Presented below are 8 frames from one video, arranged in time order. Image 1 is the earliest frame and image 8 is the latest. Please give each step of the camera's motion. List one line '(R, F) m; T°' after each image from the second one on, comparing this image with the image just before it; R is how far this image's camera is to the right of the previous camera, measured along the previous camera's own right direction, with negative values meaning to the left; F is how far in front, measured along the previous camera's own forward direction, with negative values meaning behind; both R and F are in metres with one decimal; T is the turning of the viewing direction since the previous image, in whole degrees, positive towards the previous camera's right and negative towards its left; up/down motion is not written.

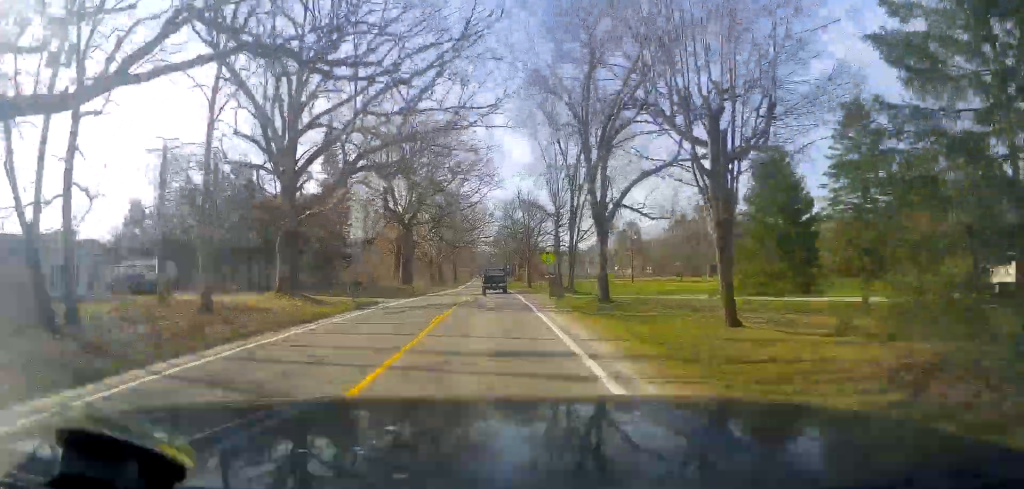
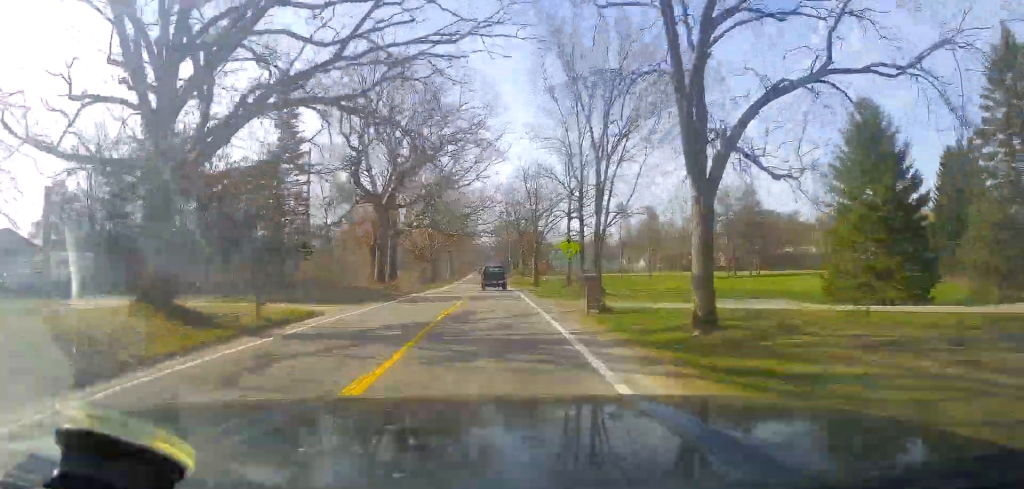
(-0.3, +12.8) m; -1°
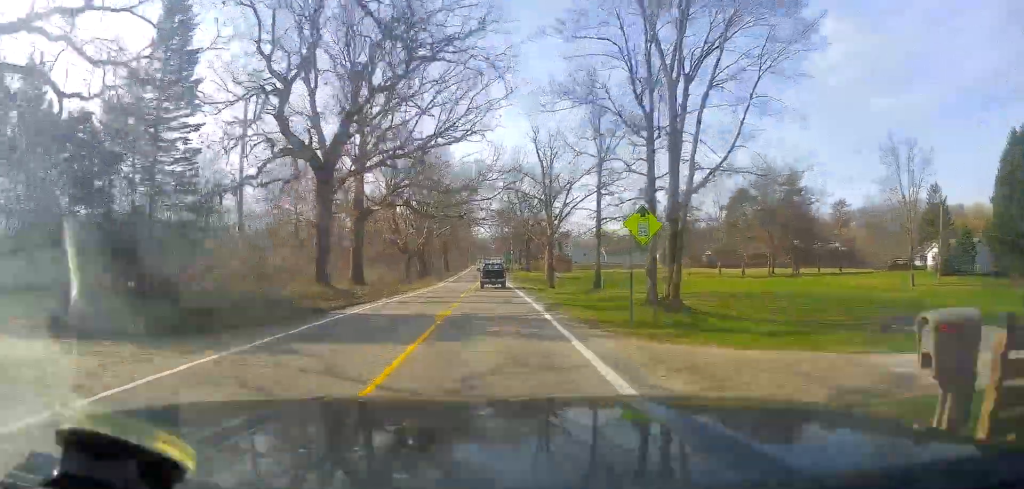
(-0.3, +16.7) m; -1°
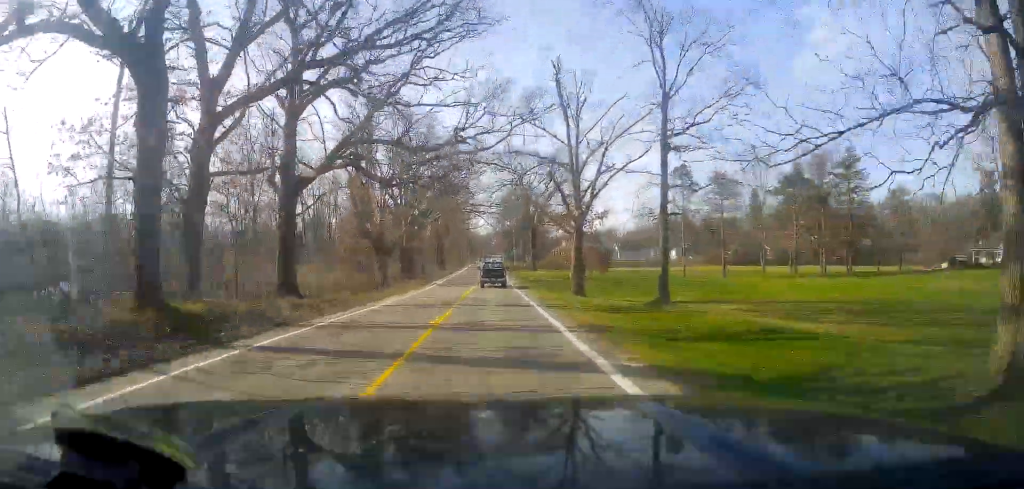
(-0.1, +16.4) m; +1°
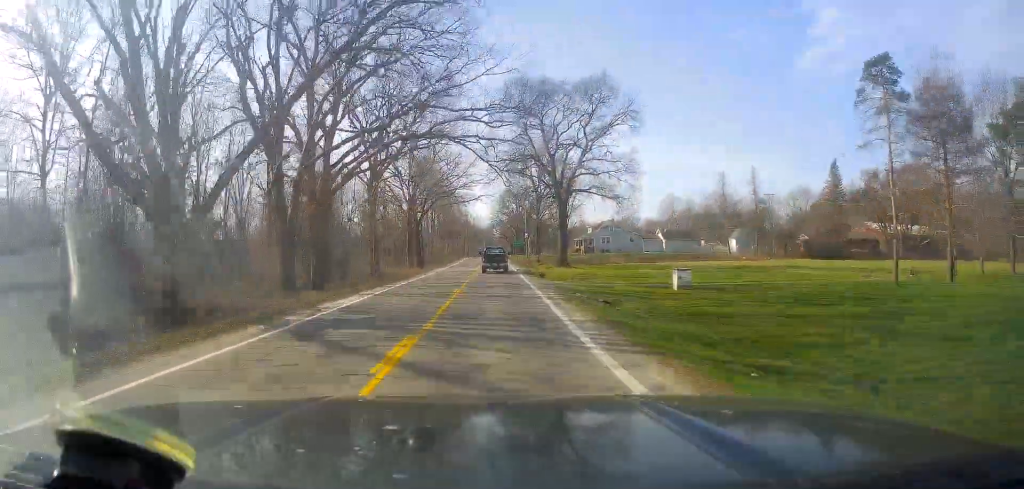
(+0.3, +37.6) m; 0°
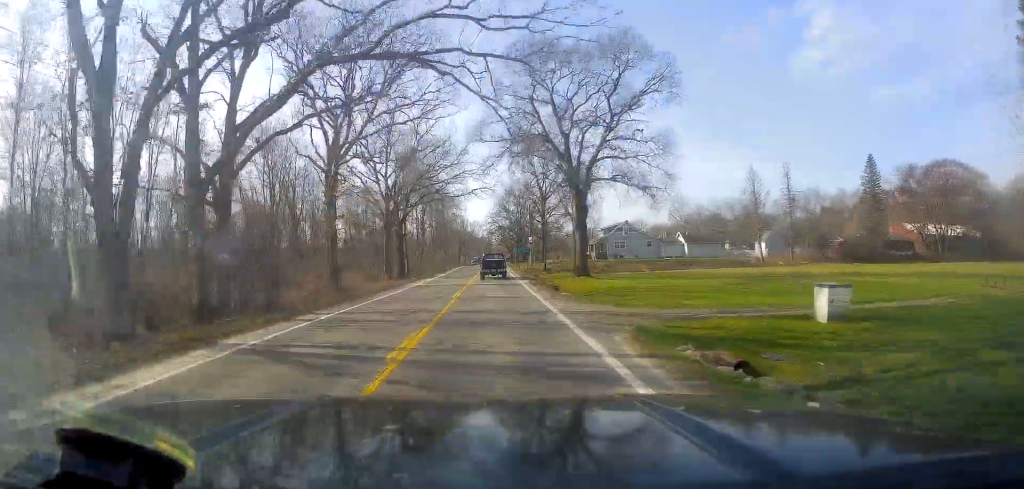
(-0.1, +13.7) m; 0°
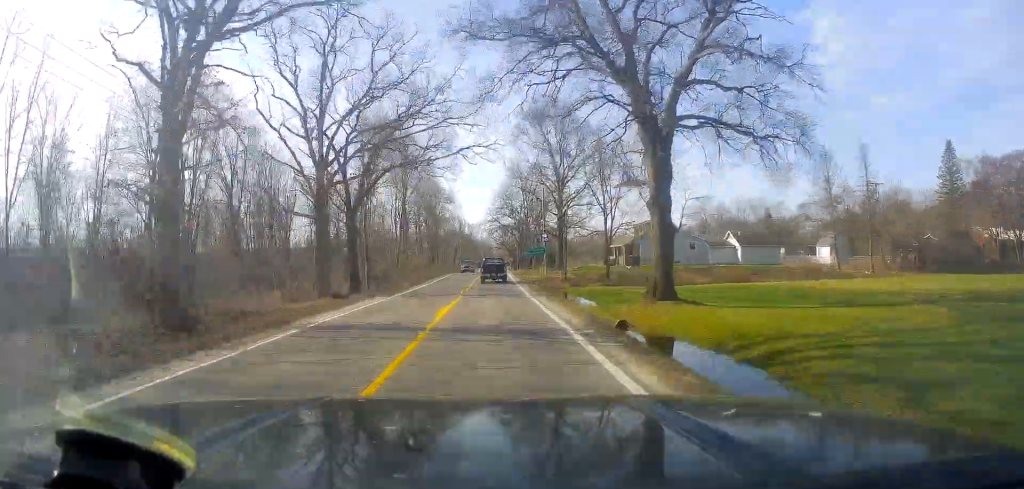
(0.0, +22.0) m; +2°
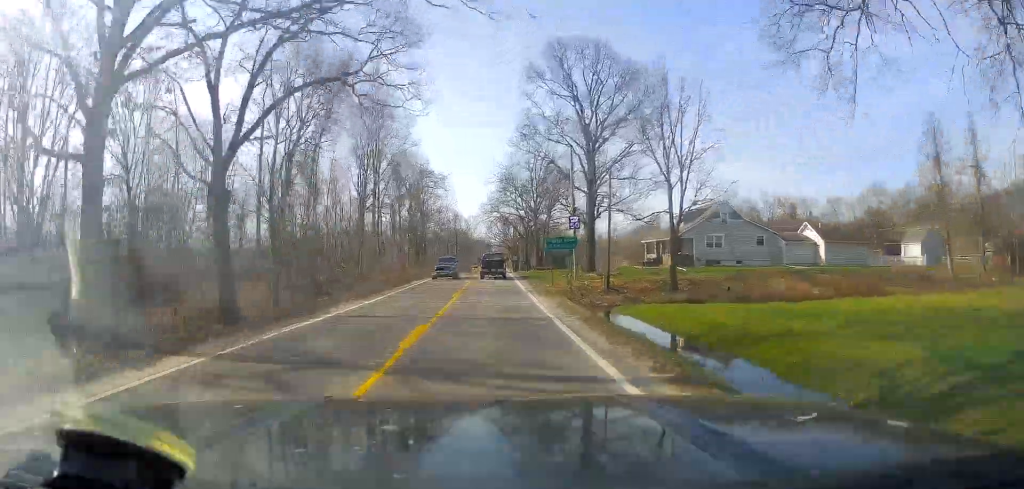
(+0.7, +21.3) m; +1°
